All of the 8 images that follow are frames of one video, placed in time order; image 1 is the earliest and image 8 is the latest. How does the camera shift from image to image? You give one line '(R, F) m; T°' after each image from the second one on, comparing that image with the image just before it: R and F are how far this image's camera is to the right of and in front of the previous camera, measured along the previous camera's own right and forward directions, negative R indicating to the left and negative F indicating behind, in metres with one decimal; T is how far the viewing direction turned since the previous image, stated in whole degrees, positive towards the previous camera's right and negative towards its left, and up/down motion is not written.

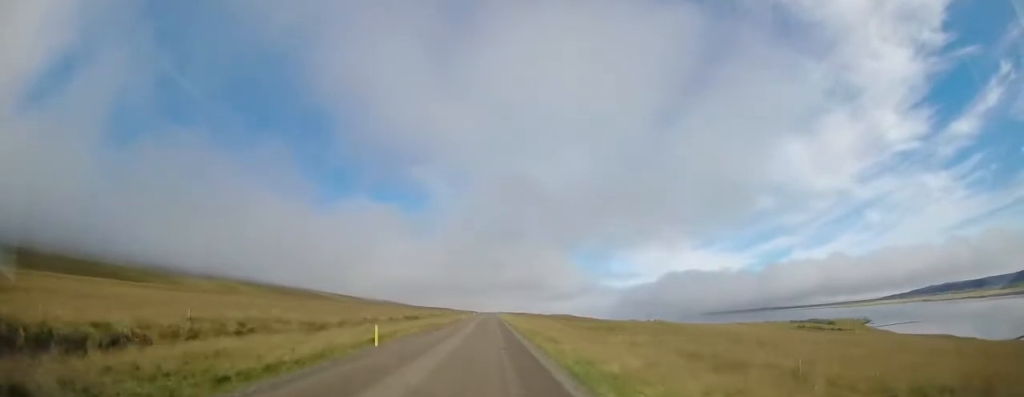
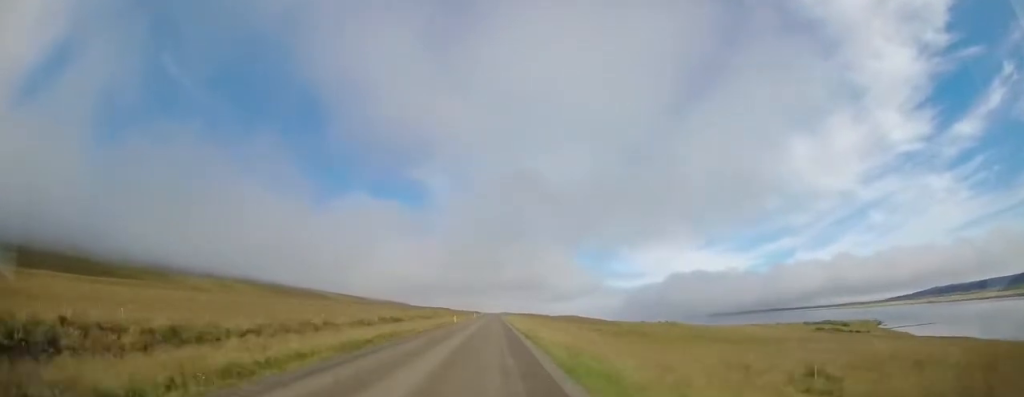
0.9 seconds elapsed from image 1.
(-0.5, +17.5) m; -1°
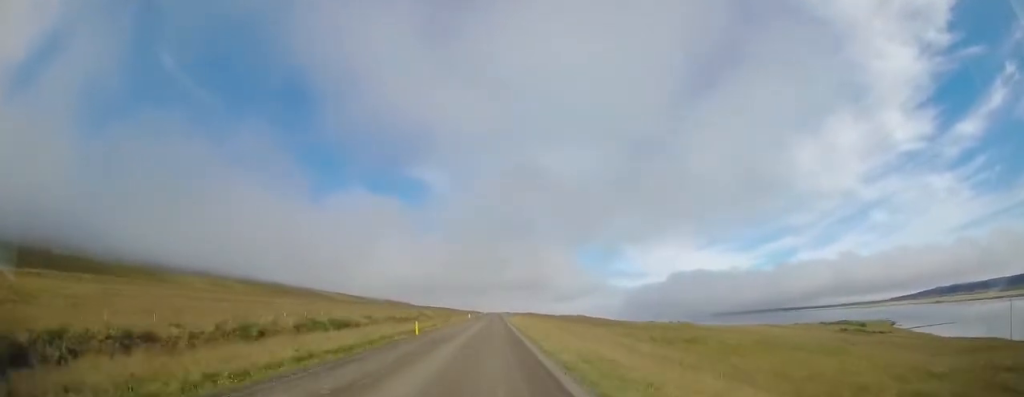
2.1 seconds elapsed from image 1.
(+0.3, +24.4) m; 0°
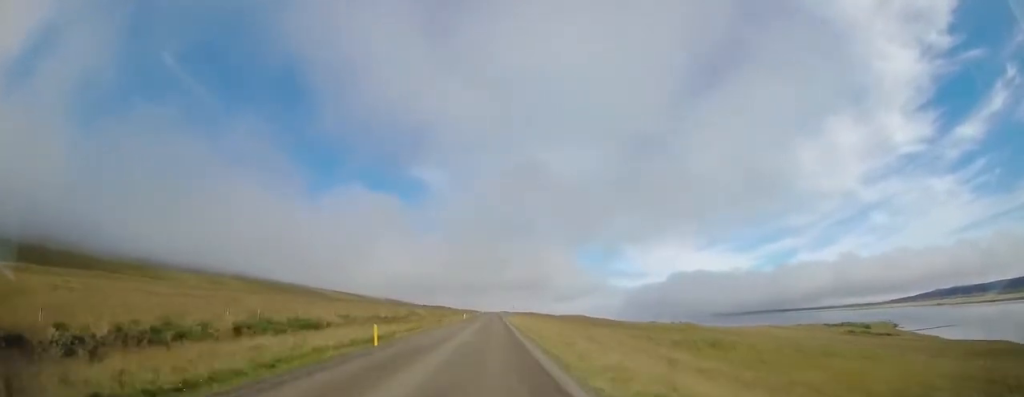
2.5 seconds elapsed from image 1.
(-0.1, +8.2) m; 0°
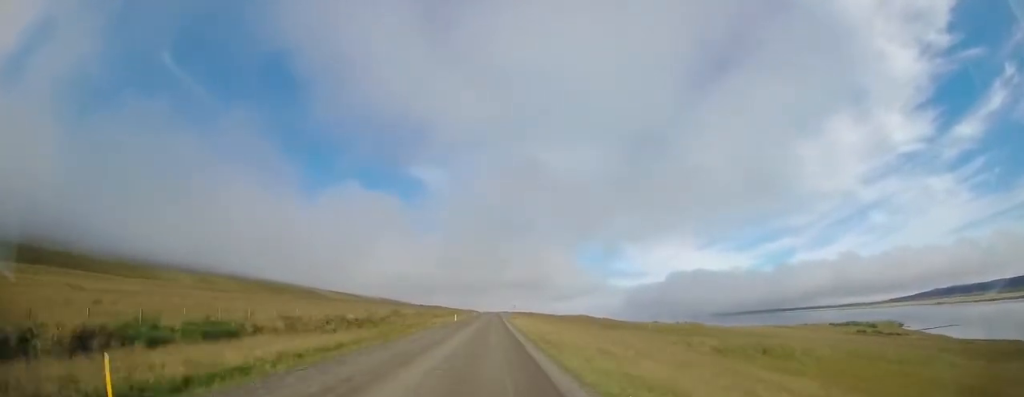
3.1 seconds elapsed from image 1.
(-0.2, +12.3) m; 0°
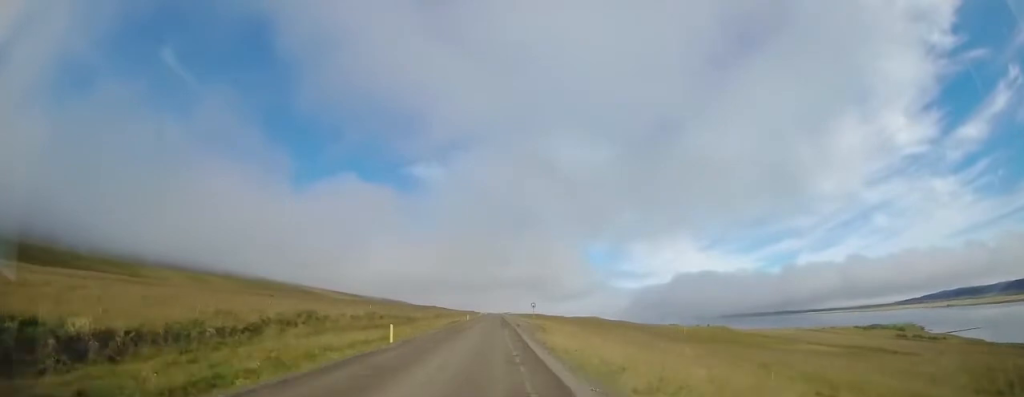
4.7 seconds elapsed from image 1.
(+0.1, +34.4) m; -1°
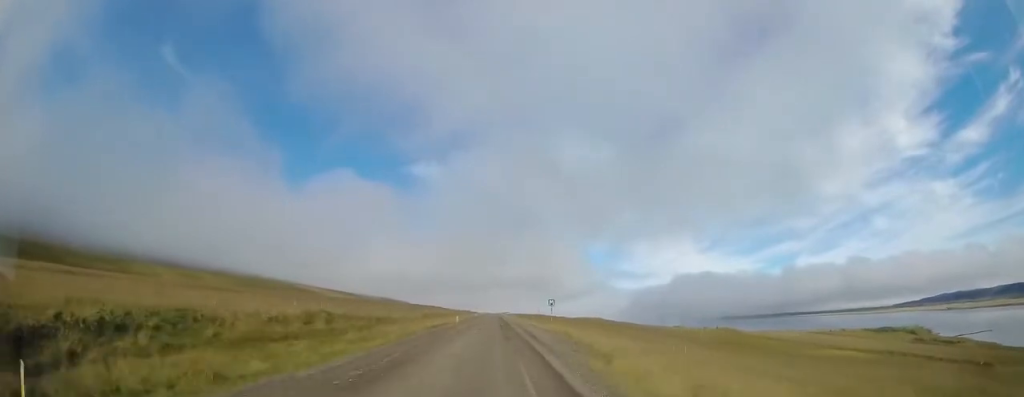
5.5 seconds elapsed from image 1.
(0.0, +16.4) m; 0°
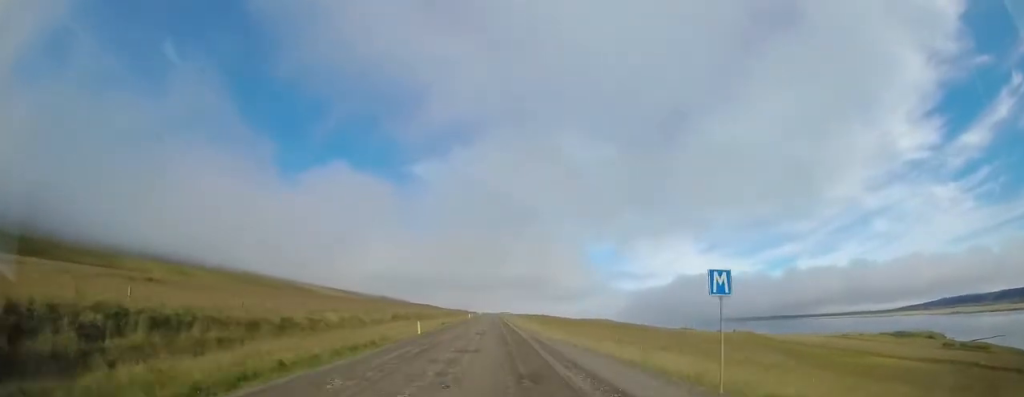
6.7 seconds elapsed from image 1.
(0.0, +24.5) m; 0°
